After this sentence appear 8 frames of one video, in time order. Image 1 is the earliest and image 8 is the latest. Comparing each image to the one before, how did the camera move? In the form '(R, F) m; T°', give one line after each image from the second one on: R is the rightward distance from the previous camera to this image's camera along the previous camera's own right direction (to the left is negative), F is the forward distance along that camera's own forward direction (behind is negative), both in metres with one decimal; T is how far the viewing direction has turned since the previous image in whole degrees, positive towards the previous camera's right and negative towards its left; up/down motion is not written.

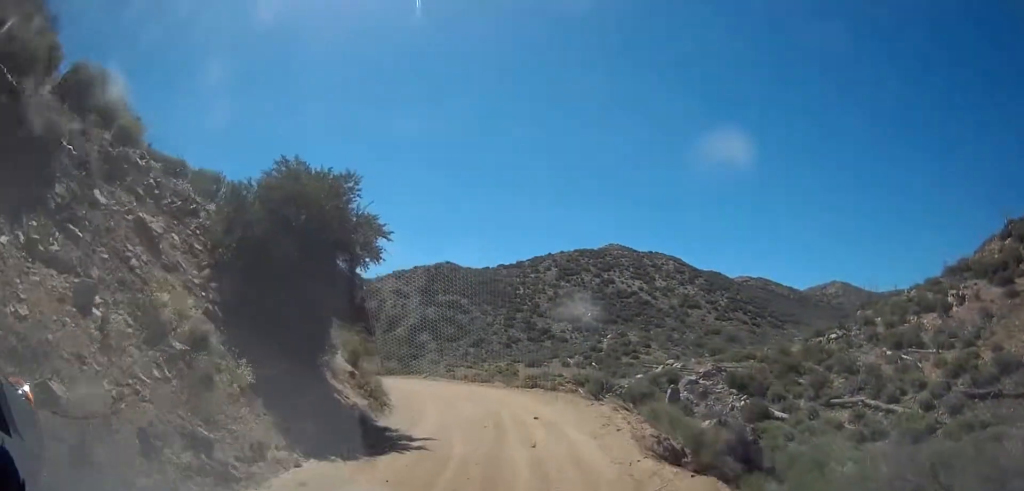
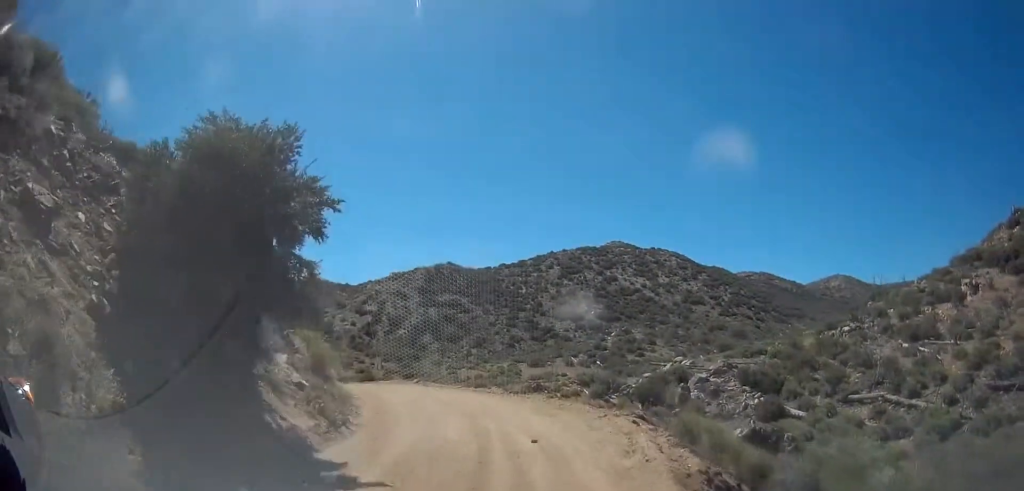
(-0.1, +3.2) m; -1°
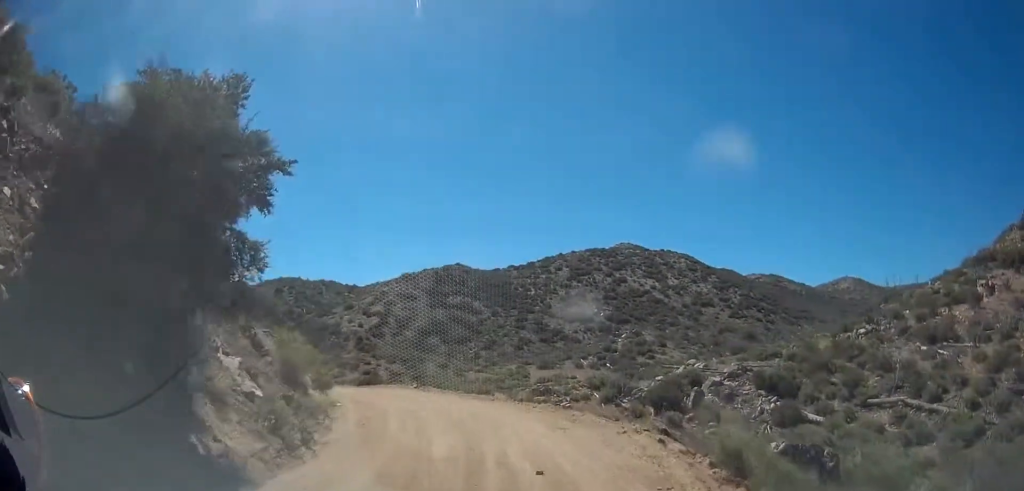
(+0.1, +2.3) m; +1°
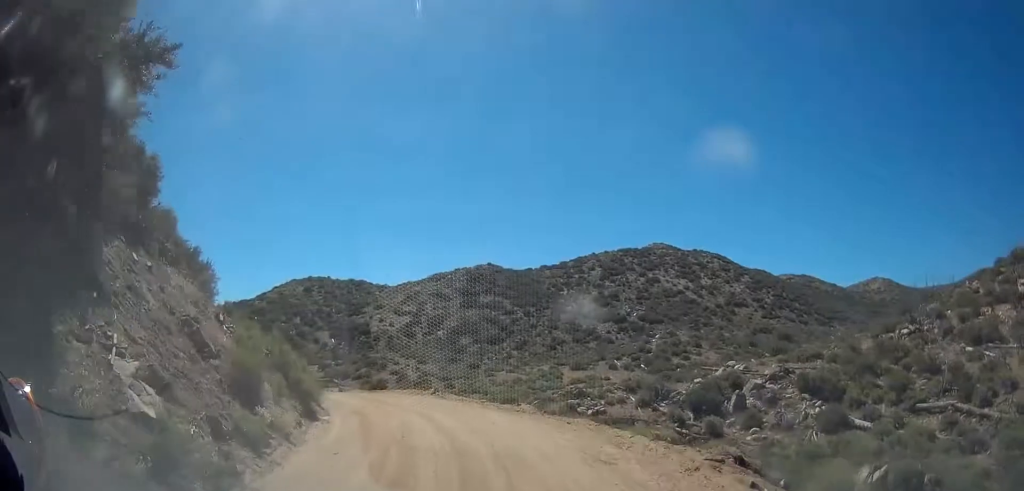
(+0.1, +3.7) m; -1°
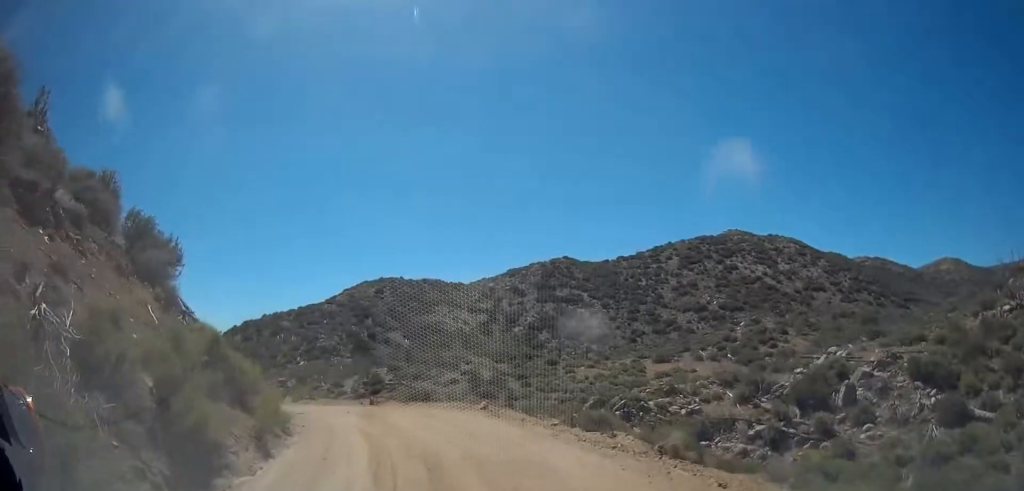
(-0.7, +8.0) m; -11°
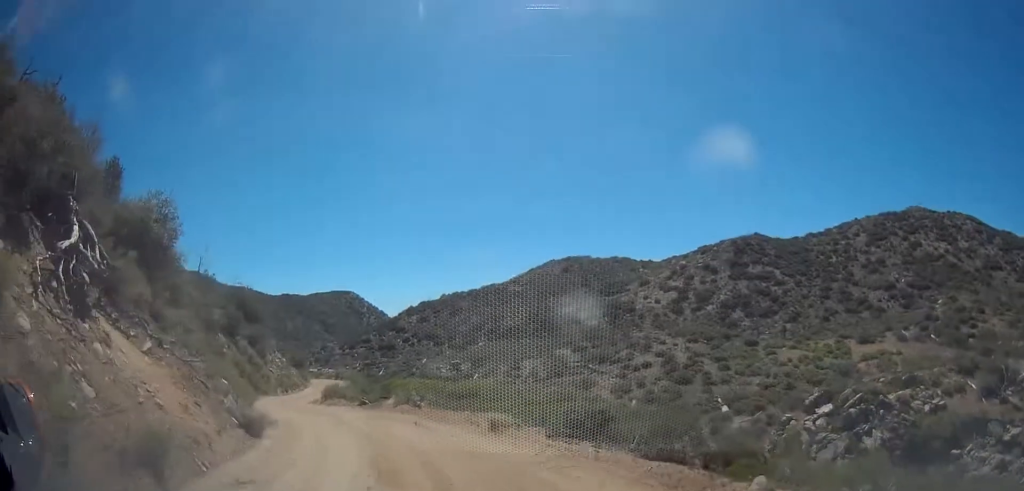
(-2.1, +12.5) m; -21°
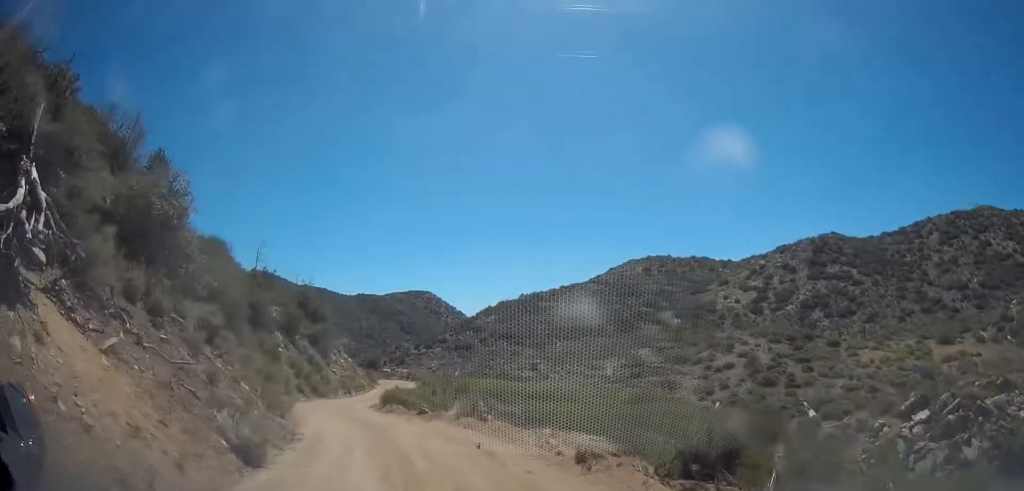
(-0.1, +3.5) m; -7°
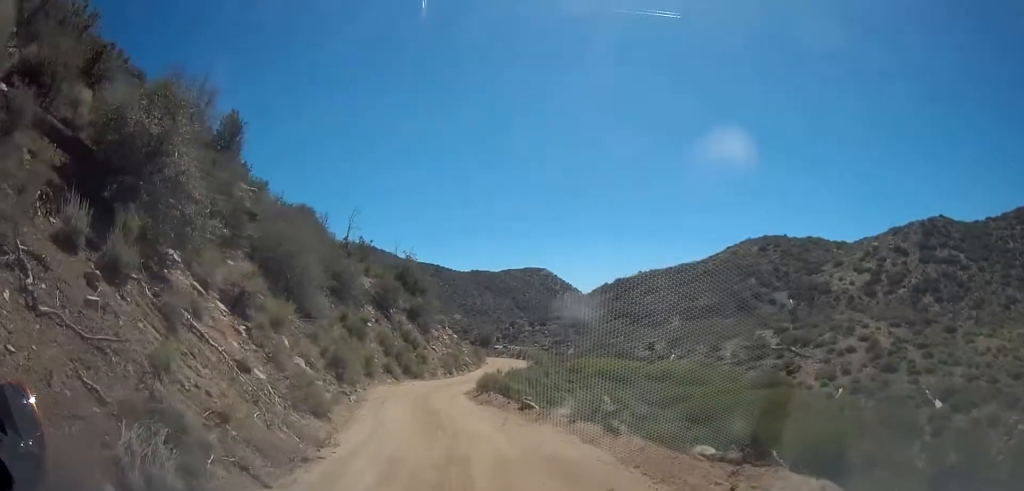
(-0.6, +5.2) m; -12°
